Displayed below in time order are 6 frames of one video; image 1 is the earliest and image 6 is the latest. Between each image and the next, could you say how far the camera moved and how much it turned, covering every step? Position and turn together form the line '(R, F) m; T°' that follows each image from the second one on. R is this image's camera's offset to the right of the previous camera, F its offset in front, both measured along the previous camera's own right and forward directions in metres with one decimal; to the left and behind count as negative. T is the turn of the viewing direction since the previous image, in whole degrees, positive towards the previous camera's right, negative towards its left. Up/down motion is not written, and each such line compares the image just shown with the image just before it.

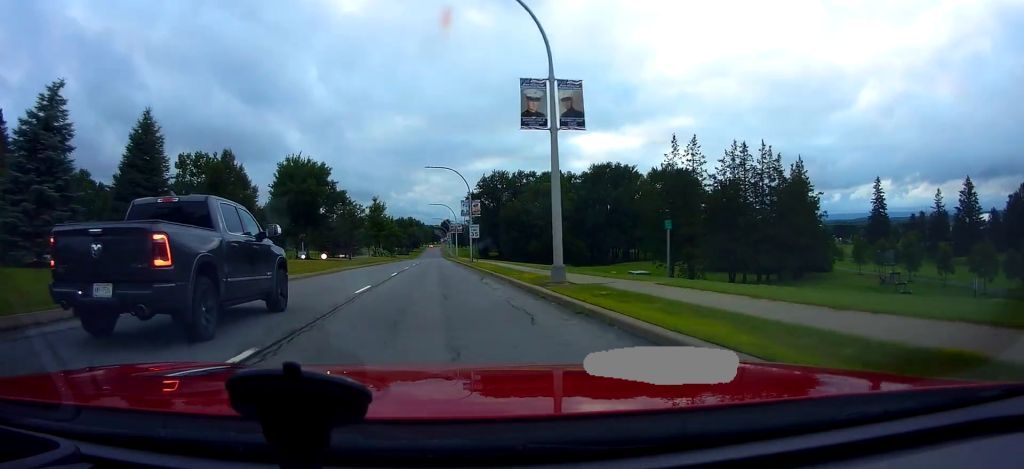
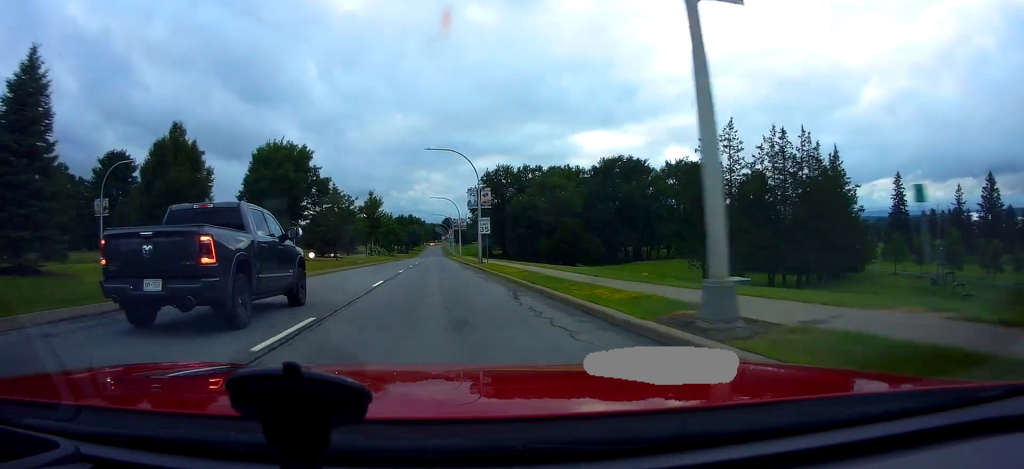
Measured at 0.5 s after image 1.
(-0.2, +9.0) m; -1°
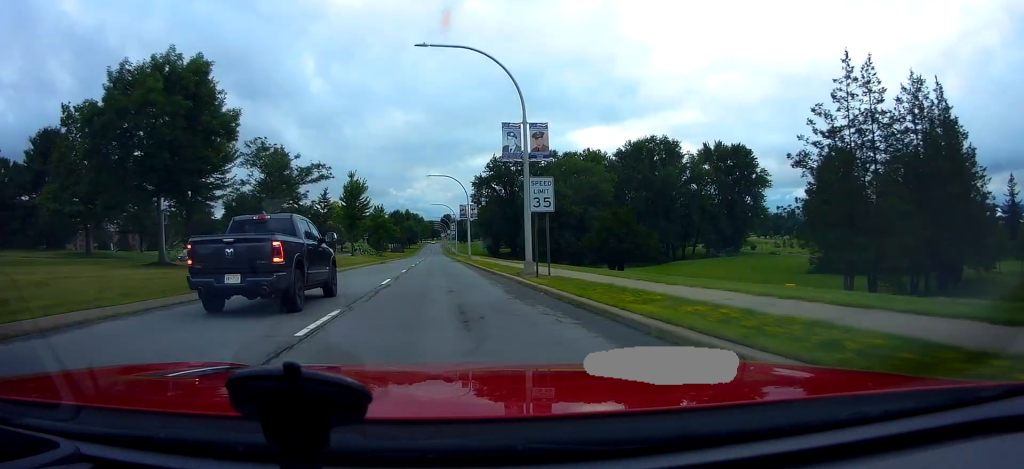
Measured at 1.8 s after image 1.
(-0.1, +22.9) m; +1°
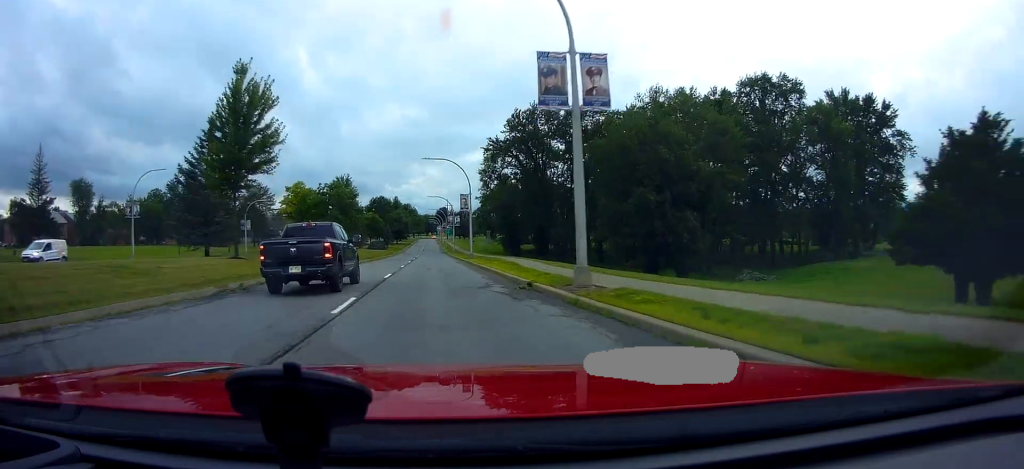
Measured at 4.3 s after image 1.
(+0.9, +46.3) m; +1°
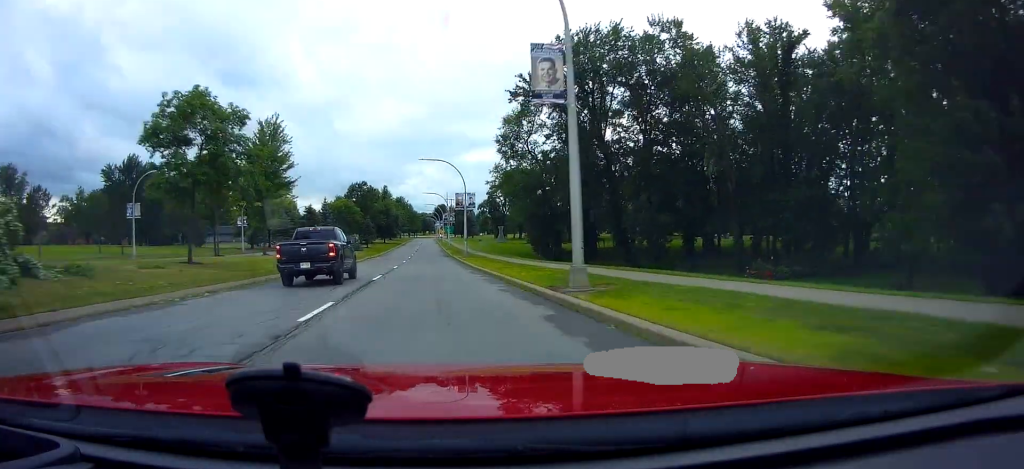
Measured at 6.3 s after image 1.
(0.0, +38.0) m; 0°
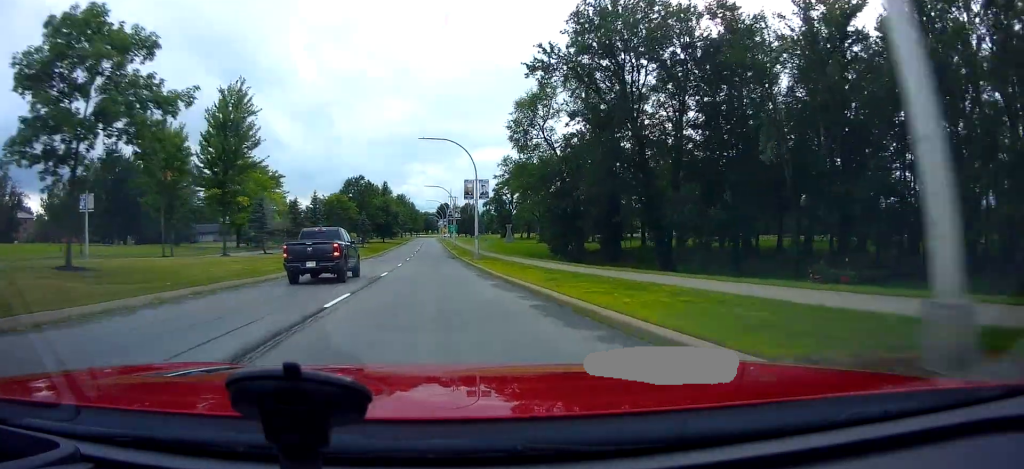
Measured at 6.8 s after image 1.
(0.0, +9.8) m; 0°
